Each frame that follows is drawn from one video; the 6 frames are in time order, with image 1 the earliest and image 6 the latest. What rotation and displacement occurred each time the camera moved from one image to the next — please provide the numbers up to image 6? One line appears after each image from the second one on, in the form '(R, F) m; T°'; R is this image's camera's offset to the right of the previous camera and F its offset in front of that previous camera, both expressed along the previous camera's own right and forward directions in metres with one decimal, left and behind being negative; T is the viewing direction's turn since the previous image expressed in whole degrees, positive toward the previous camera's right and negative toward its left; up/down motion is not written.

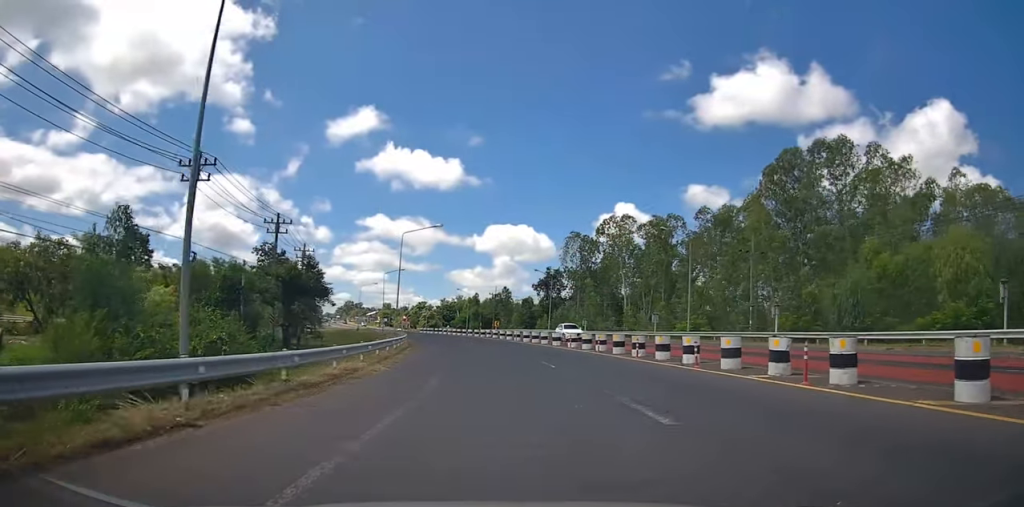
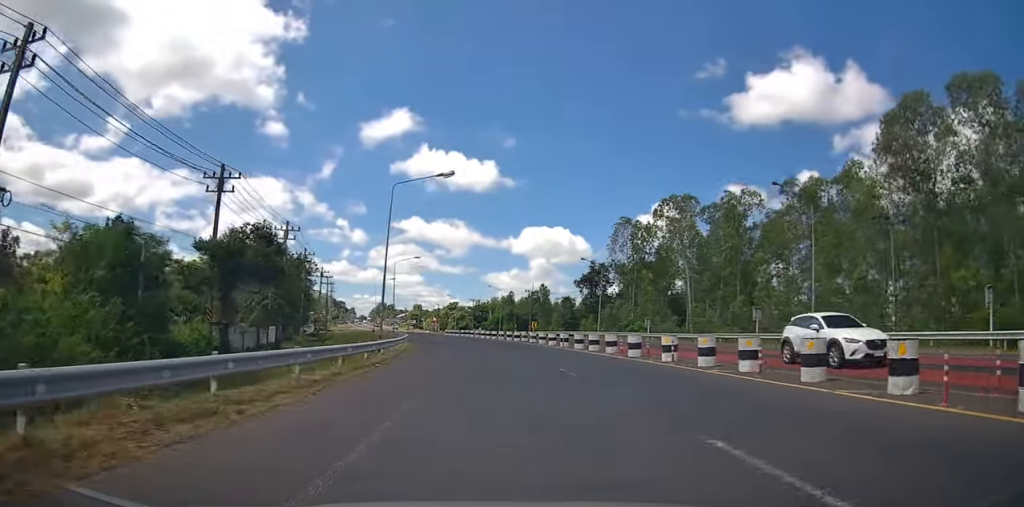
(-0.6, +15.8) m; -4°
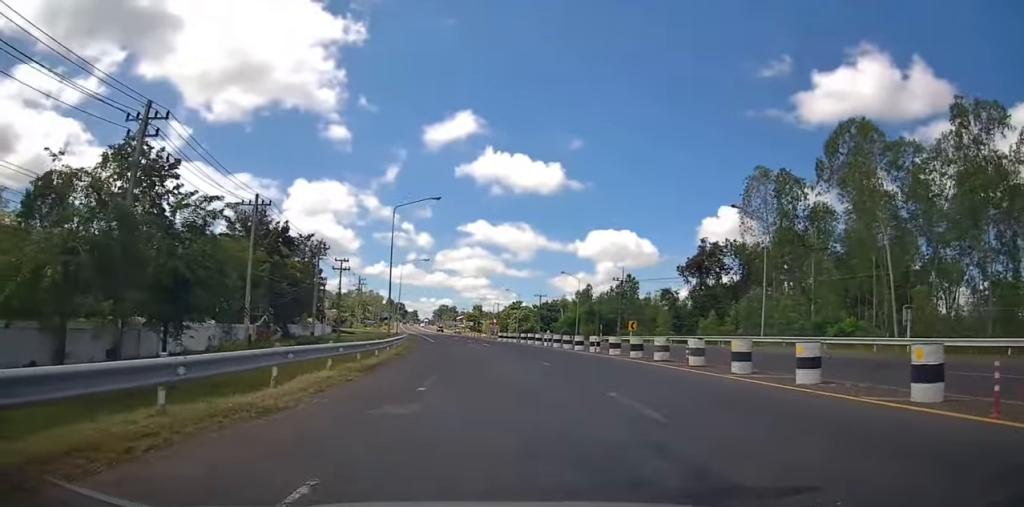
(-1.8, +30.4) m; -6°
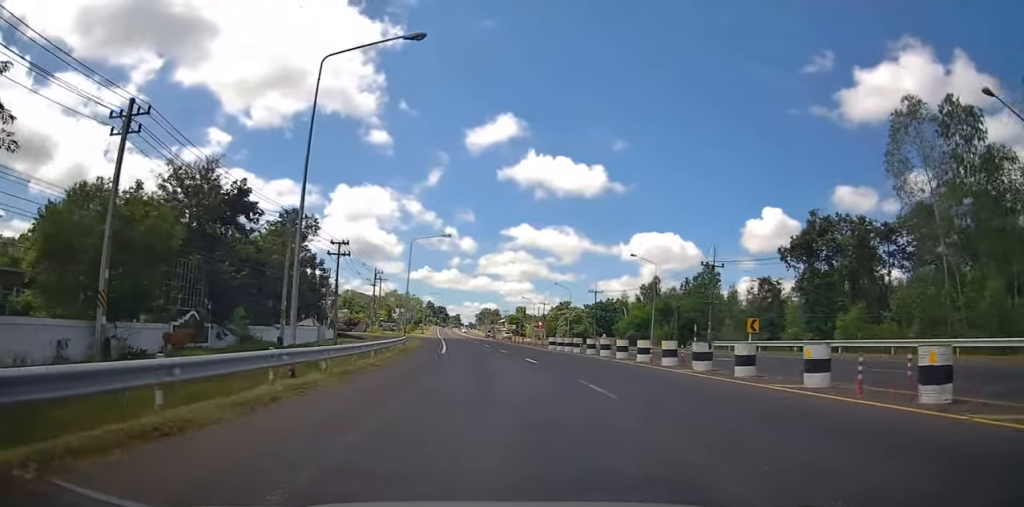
(-0.8, +20.6) m; -4°
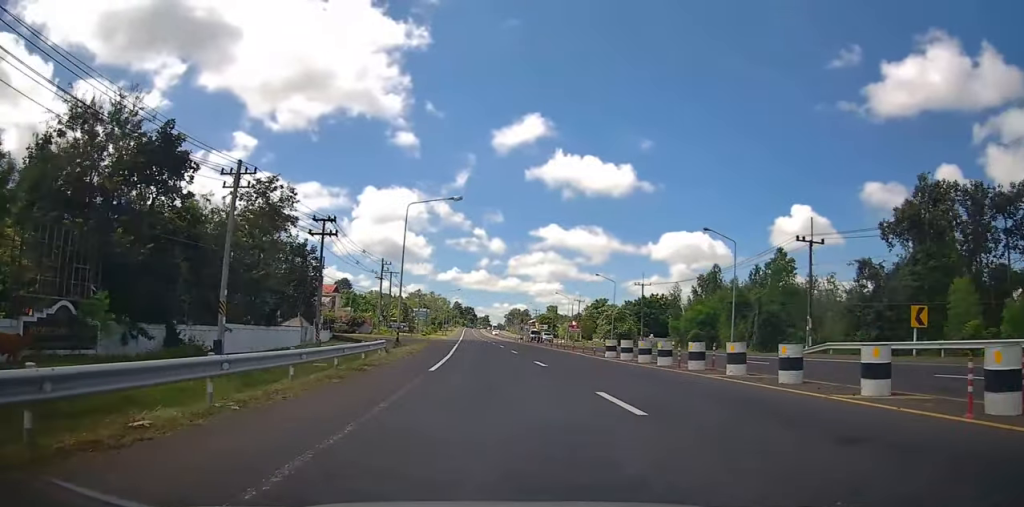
(-0.4, +14.6) m; -3°
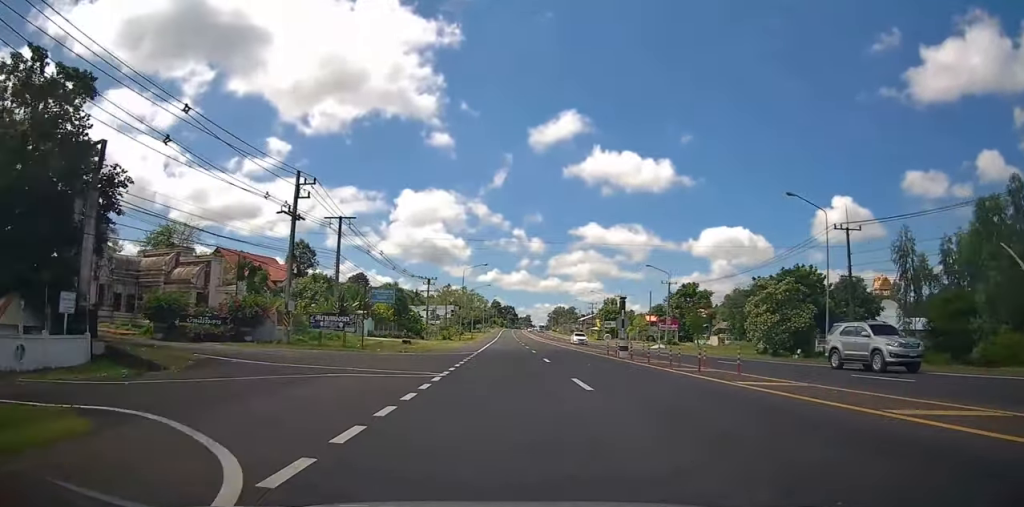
(-2.1, +44.1) m; -3°
